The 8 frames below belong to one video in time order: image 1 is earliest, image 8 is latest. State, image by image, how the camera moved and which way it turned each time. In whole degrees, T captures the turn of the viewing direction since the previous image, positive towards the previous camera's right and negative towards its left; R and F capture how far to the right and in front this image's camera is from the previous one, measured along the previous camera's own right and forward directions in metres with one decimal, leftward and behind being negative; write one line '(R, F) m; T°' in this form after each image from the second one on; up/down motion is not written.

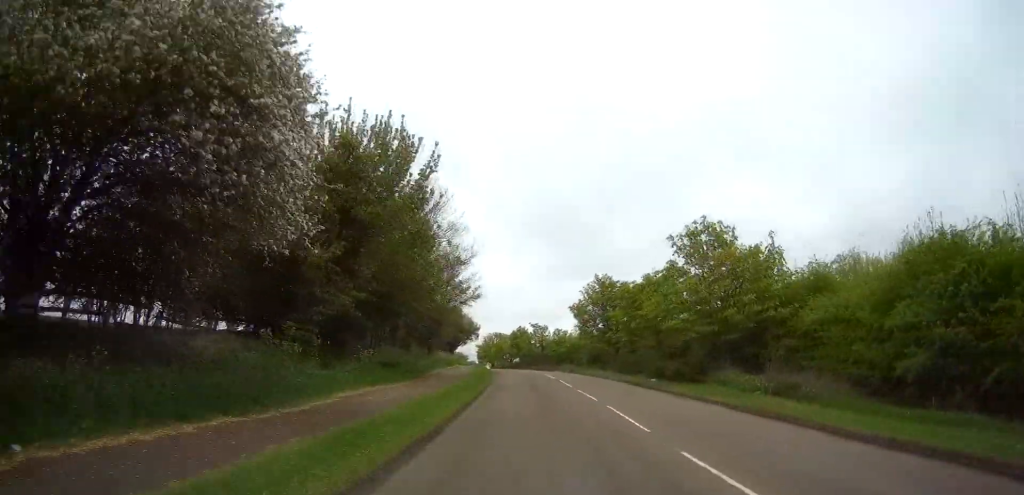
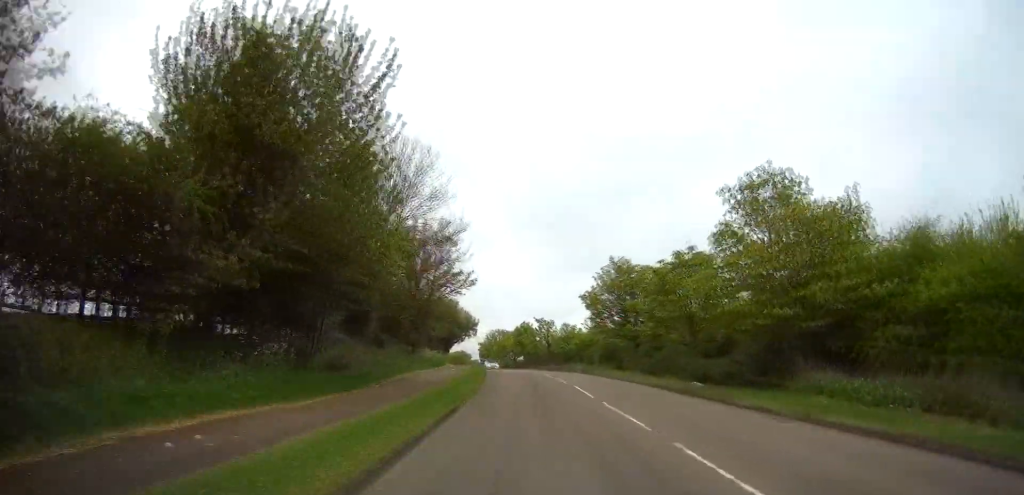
(-0.1, +8.3) m; -1°
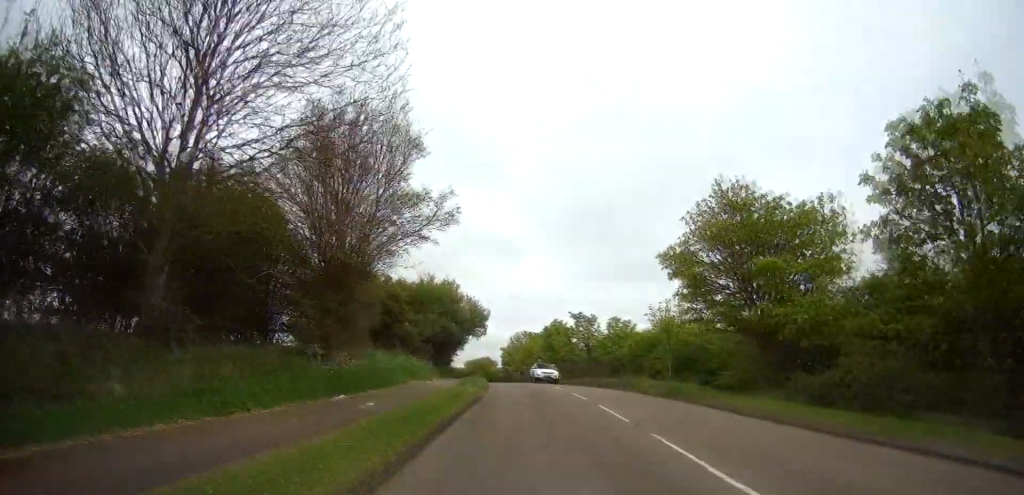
(-0.4, +22.3) m; -2°
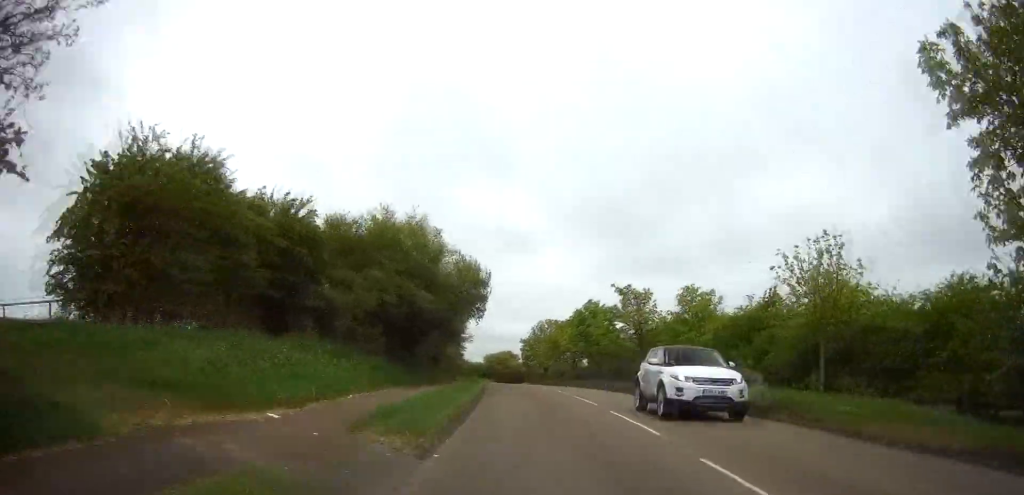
(-0.4, +19.0) m; -2°
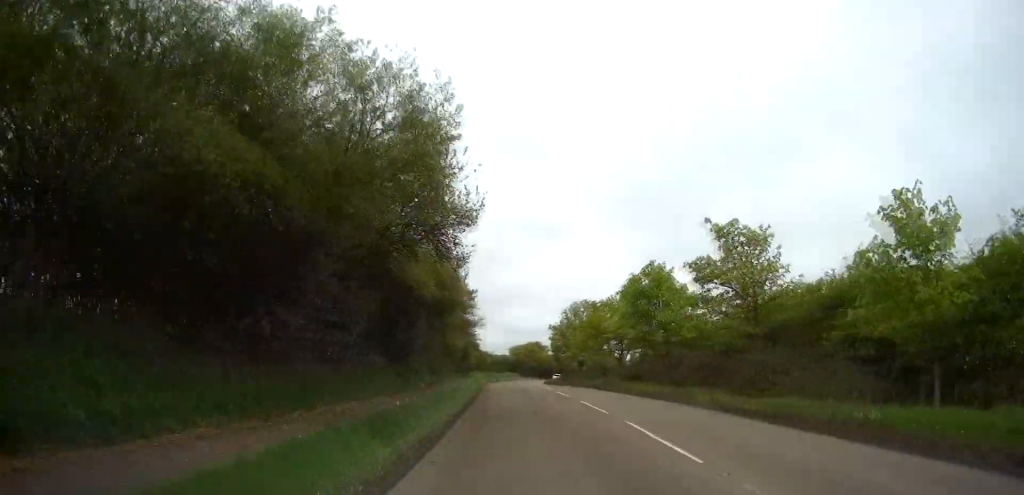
(-0.3, +18.9) m; -2°
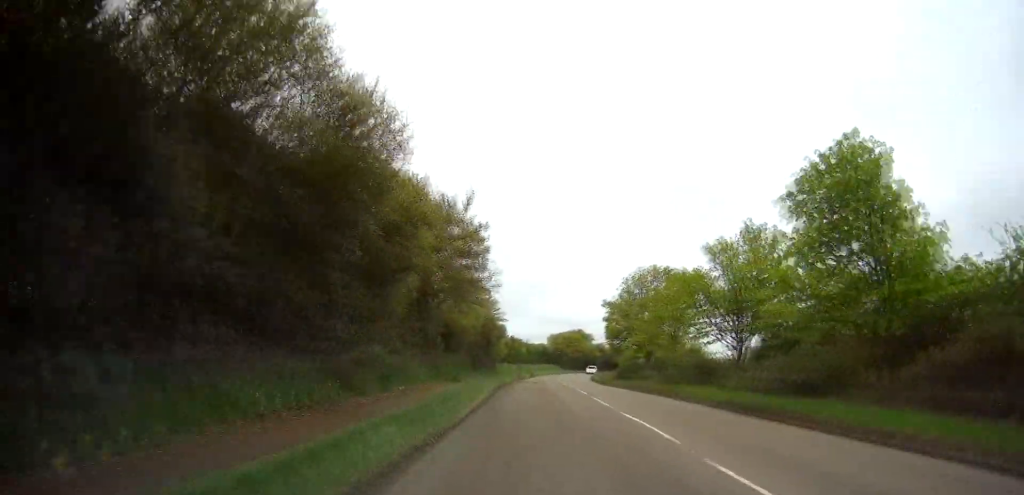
(-0.6, +22.3) m; -2°
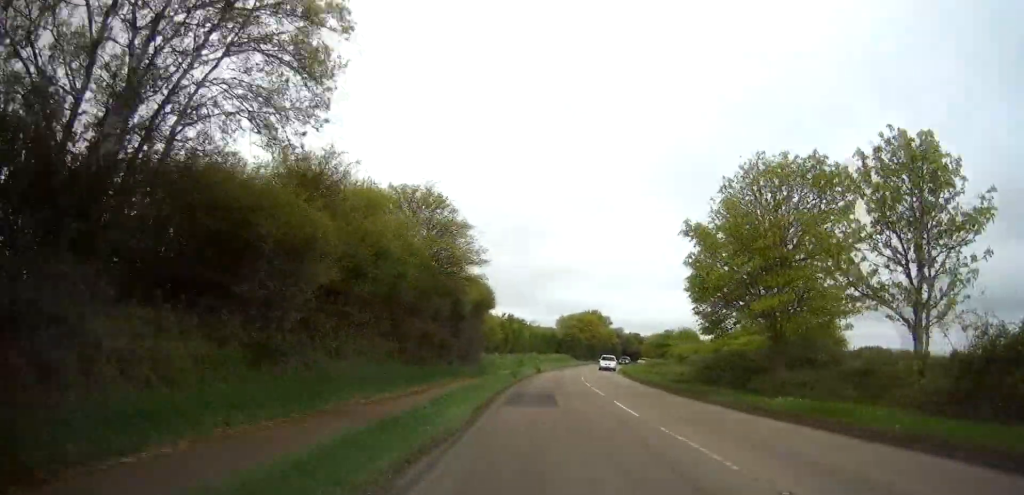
(-0.5, +27.6) m; 0°
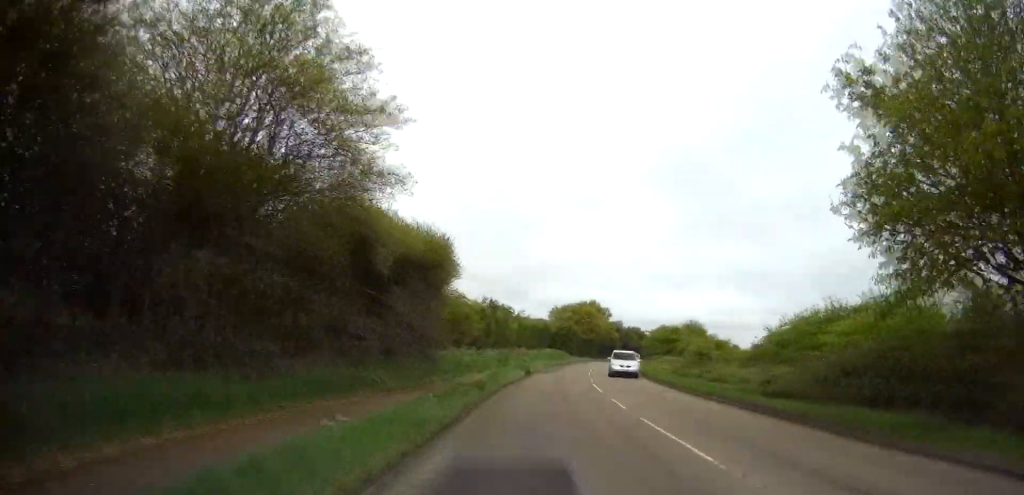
(+0.2, +15.2) m; +1°
